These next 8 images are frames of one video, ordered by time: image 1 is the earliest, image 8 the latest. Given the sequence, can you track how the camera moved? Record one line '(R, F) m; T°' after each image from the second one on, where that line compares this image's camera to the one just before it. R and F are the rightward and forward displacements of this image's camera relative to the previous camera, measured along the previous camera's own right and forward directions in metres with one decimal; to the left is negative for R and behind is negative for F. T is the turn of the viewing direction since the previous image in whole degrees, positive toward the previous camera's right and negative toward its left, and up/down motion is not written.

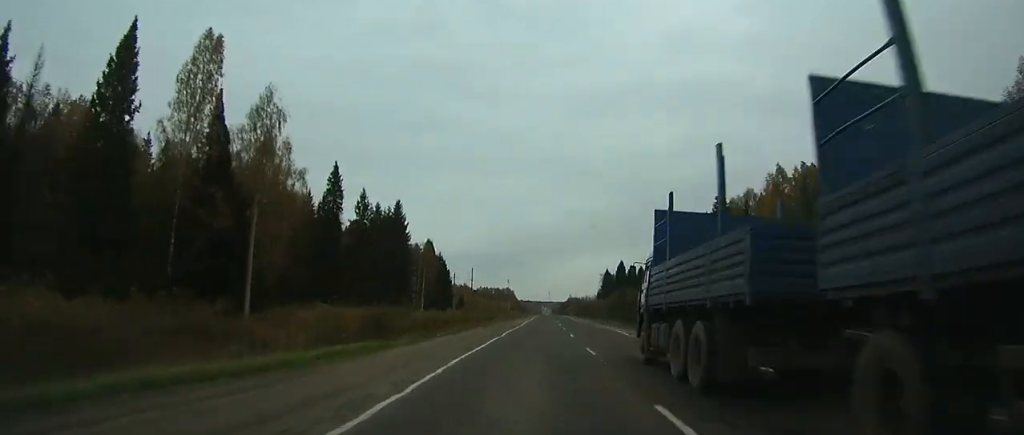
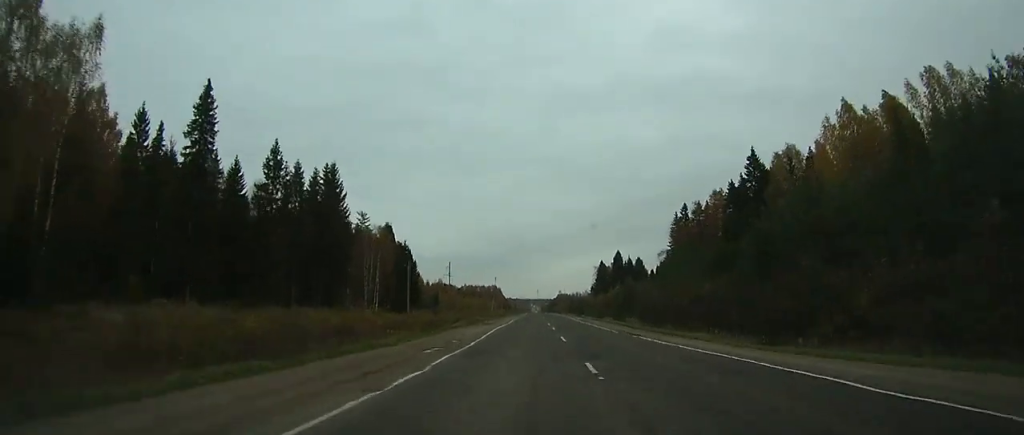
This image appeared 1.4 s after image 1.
(+0.6, +28.9) m; +1°
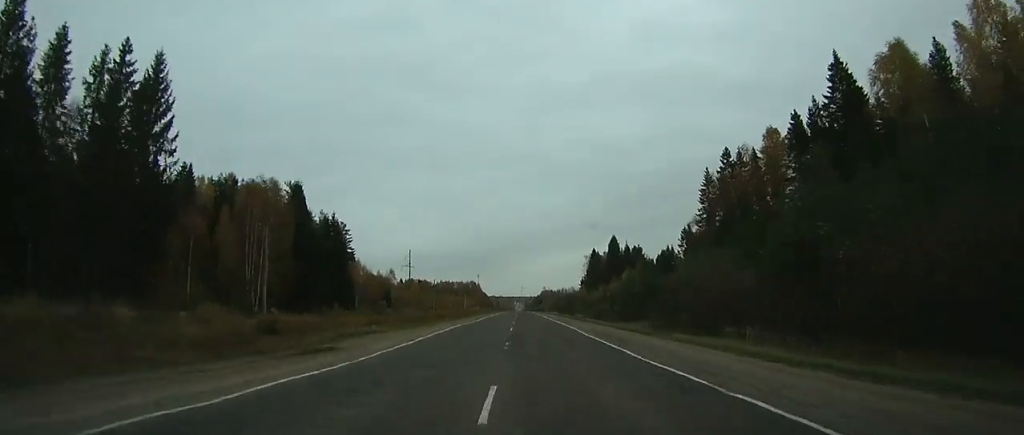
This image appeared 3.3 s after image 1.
(+0.4, +40.4) m; 0°
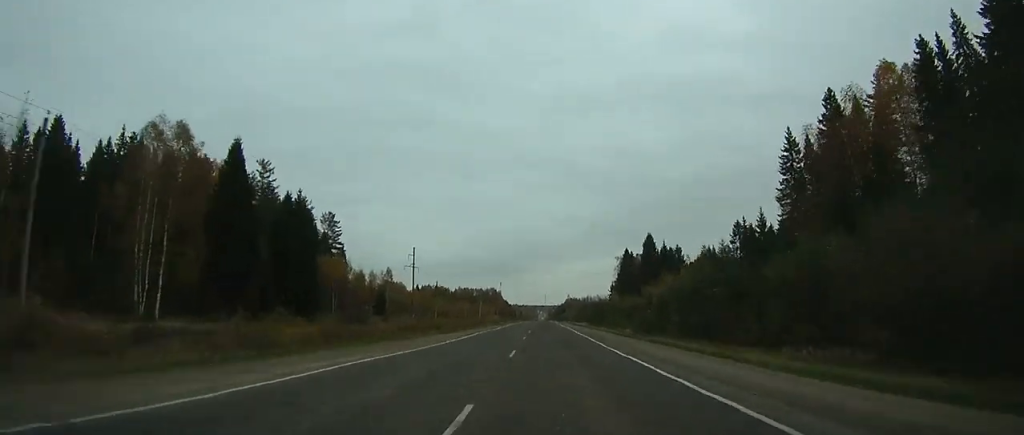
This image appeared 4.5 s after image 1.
(0.0, +26.6) m; 0°
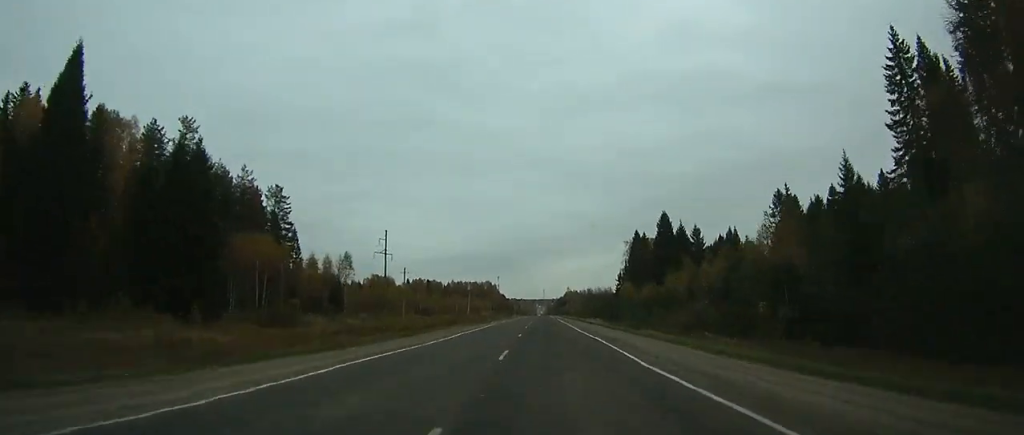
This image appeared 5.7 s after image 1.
(-0.1, +26.6) m; 0°
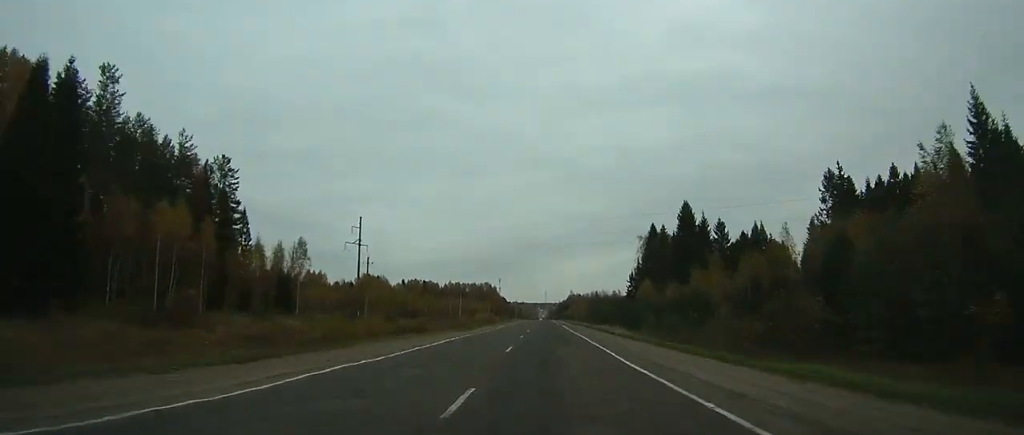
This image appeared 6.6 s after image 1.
(0.0, +20.5) m; 0°
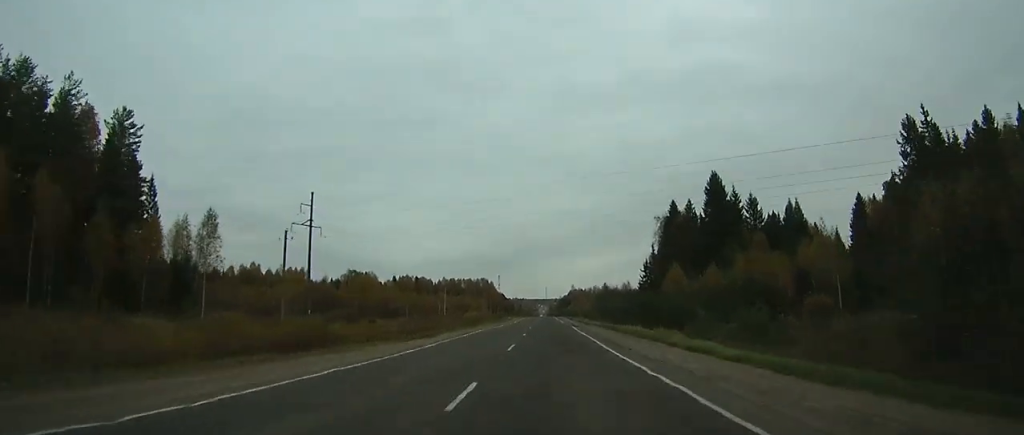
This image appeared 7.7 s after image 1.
(+0.1, +23.3) m; 0°
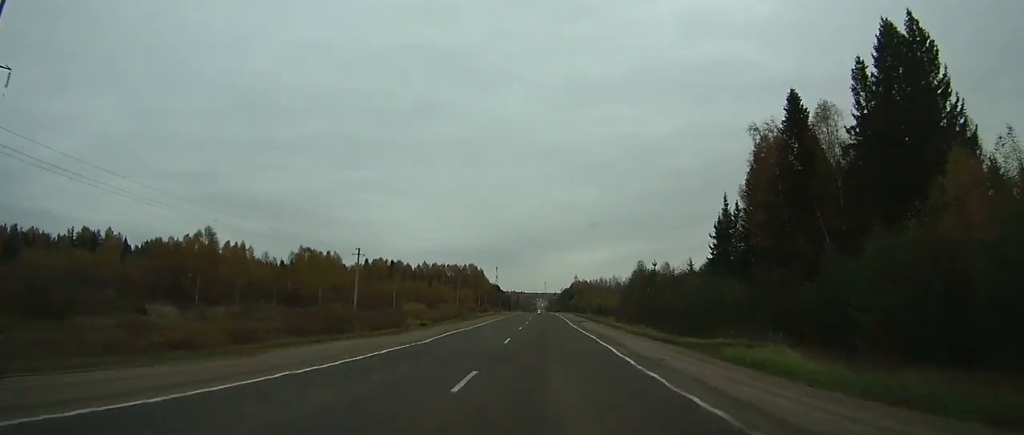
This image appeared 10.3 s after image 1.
(-0.4, +56.6) m; -1°
